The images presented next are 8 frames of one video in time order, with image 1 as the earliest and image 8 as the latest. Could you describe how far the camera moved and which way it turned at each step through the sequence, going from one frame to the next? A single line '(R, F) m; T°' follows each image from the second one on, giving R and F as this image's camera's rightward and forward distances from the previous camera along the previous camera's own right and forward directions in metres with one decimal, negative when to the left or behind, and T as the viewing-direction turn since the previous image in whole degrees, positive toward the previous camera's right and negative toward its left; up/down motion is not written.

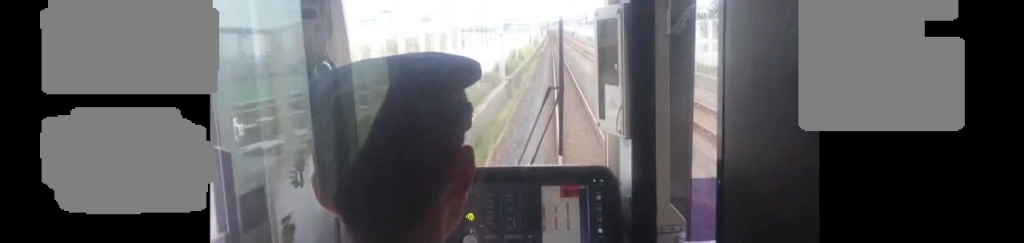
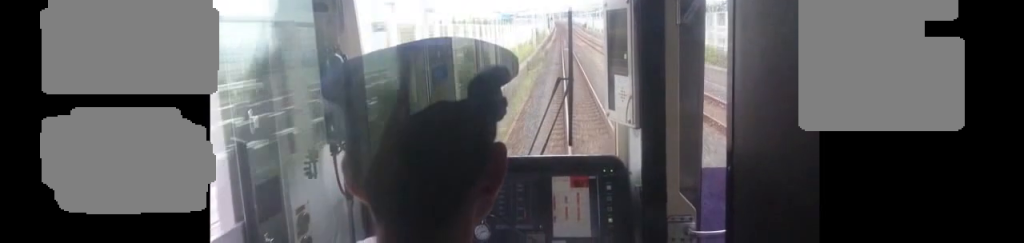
(+0.2, +19.8) m; +1°
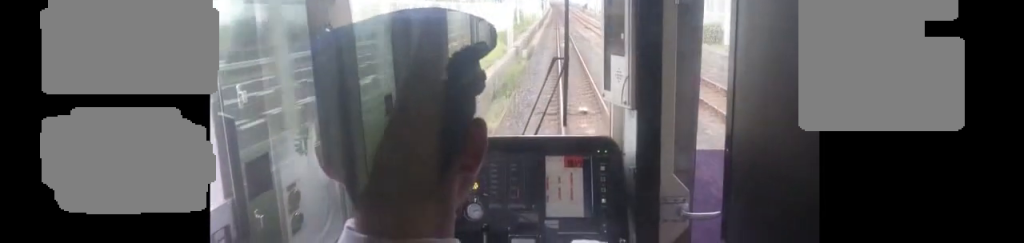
(+0.6, +22.8) m; 0°
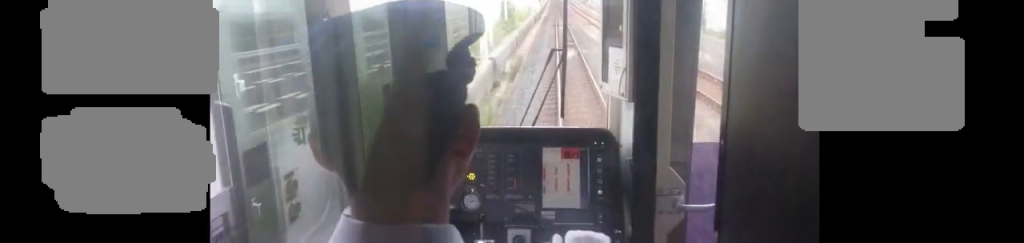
(-0.2, +11.1) m; -1°
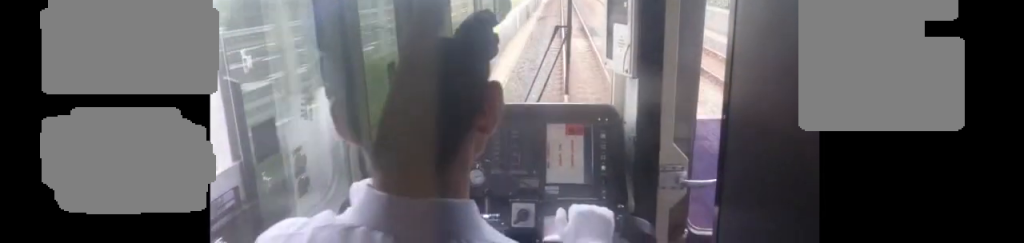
(-0.2, +22.9) m; +1°
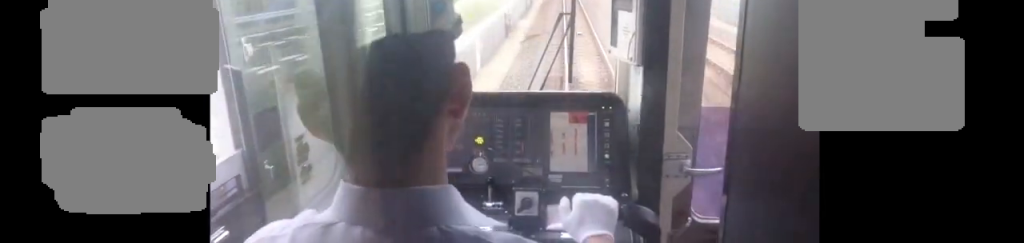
(-0.3, +12.9) m; +1°
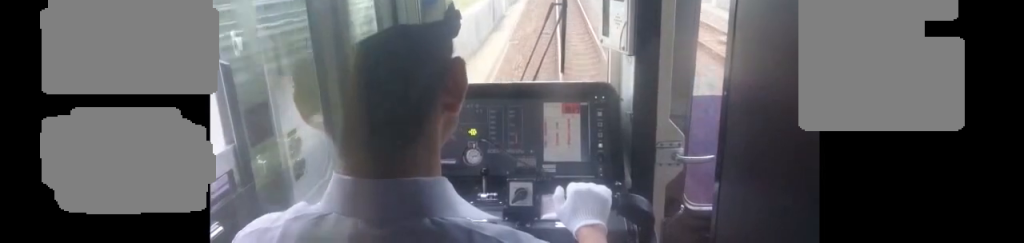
(+0.4, +45.2) m; -1°
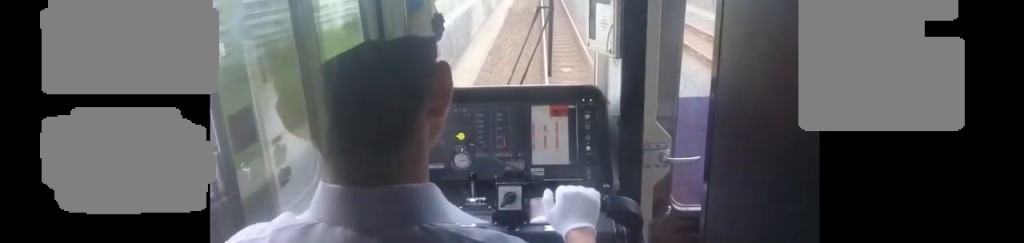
(+0.2, +24.4) m; 0°
